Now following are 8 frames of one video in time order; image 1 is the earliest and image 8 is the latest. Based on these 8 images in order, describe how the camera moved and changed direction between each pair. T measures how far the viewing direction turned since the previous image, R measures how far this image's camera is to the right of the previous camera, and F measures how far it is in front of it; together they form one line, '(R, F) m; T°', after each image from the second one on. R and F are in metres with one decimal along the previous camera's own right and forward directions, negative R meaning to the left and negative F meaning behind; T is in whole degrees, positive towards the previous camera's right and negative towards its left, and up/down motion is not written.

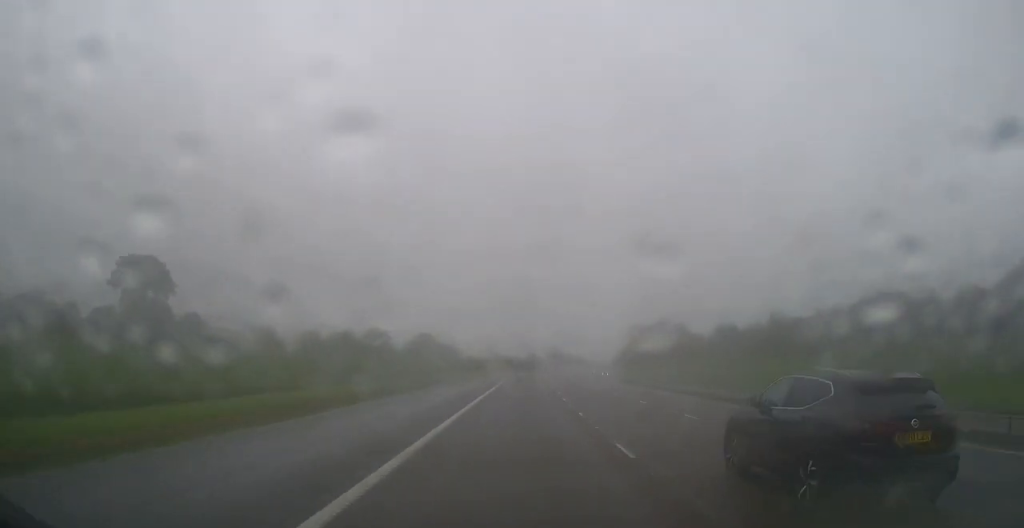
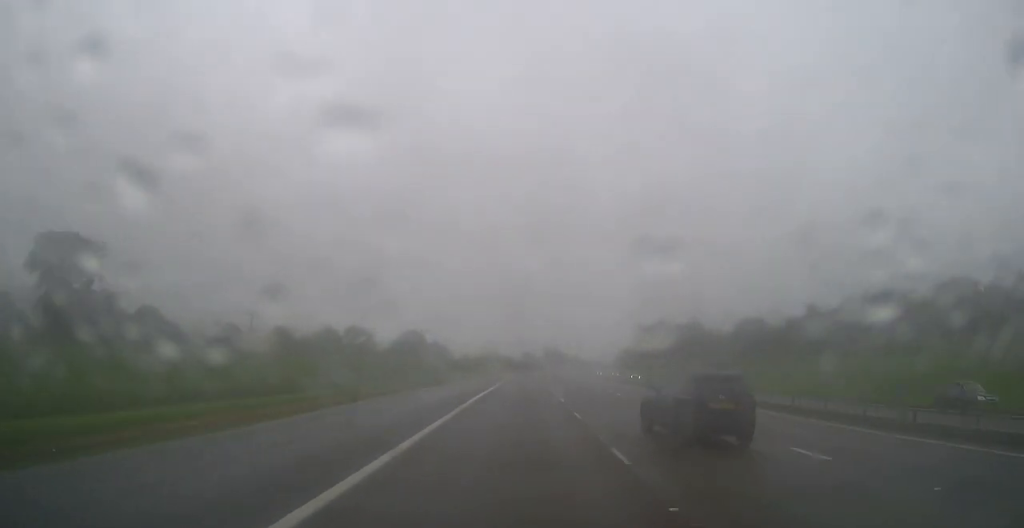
(+0.1, +27.8) m; 0°
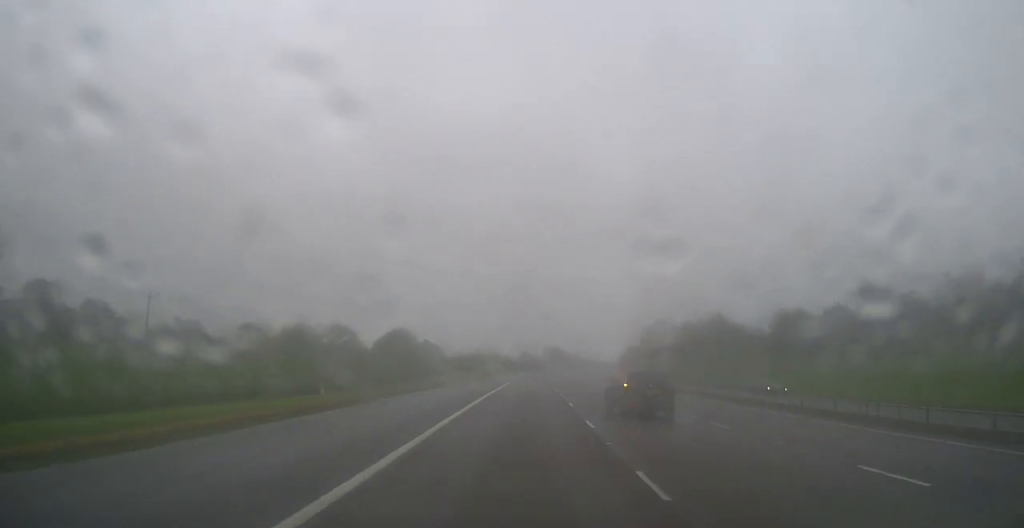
(0.0, +29.9) m; 0°
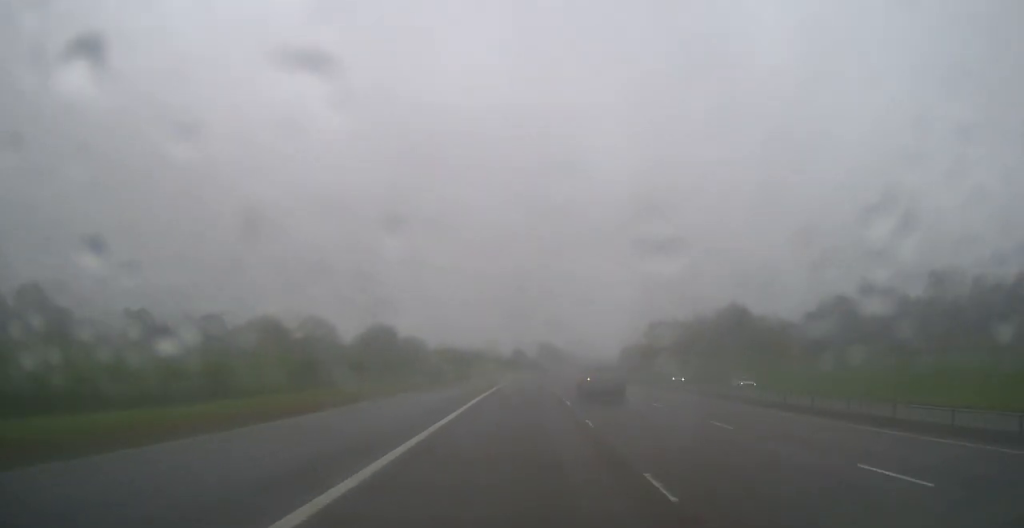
(+0.2, +27.1) m; 0°
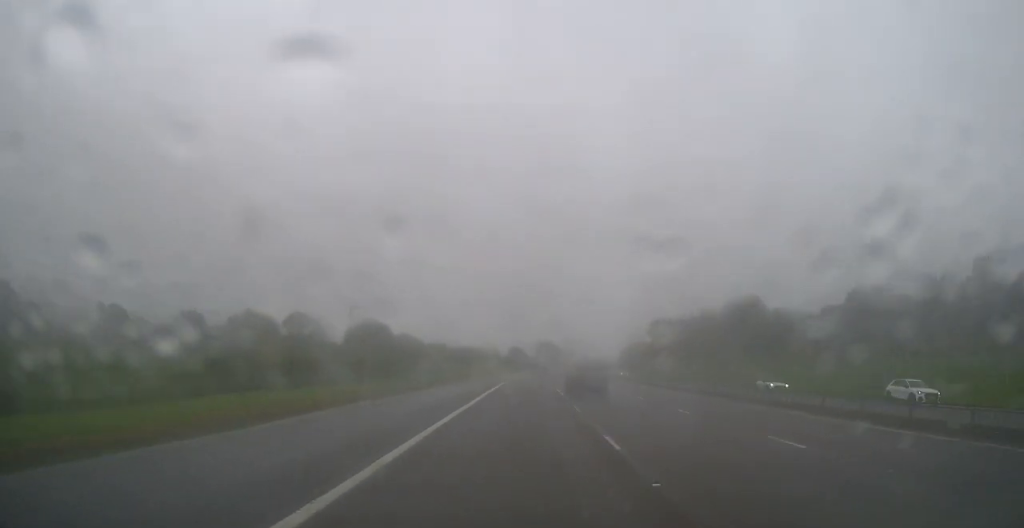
(0.0, +13.8) m; 0°
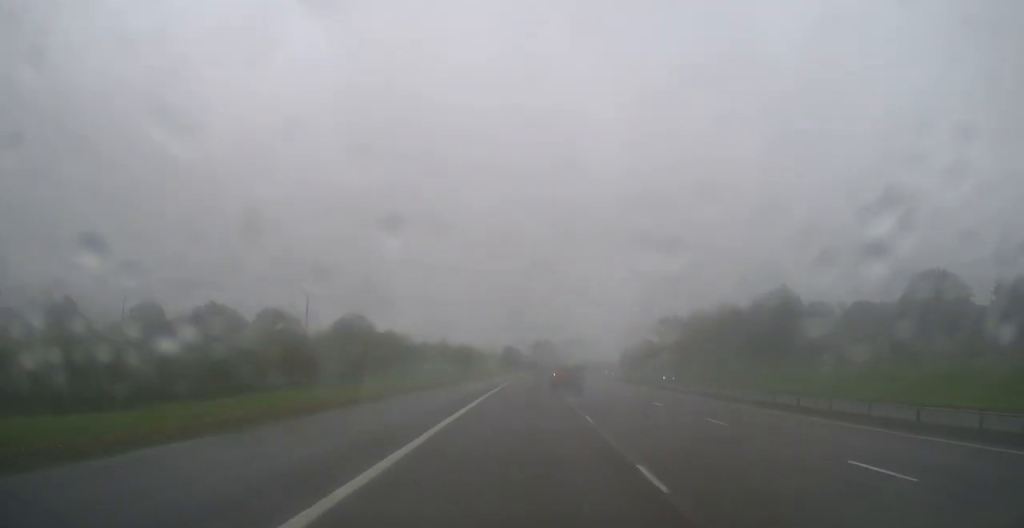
(-0.1, +22.7) m; +1°
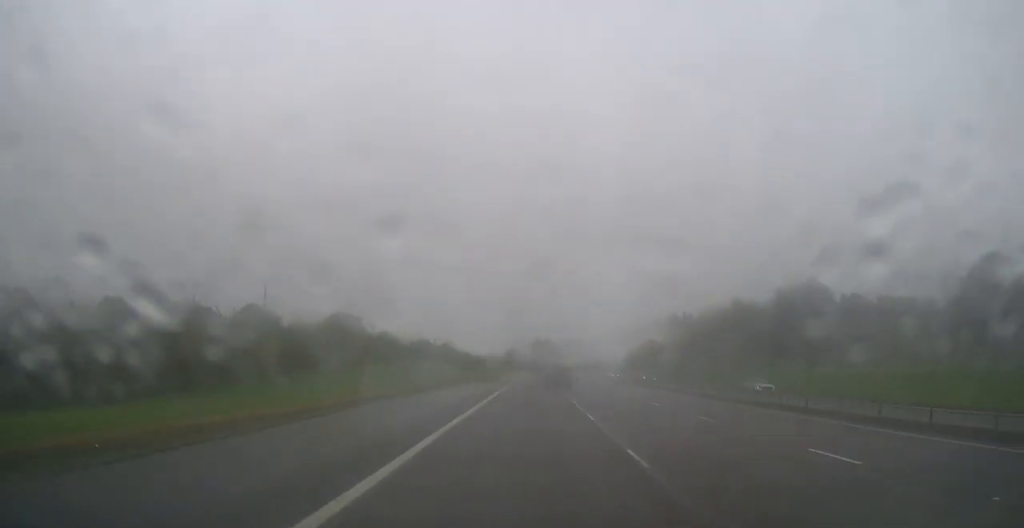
(+0.2, +16.6) m; +1°
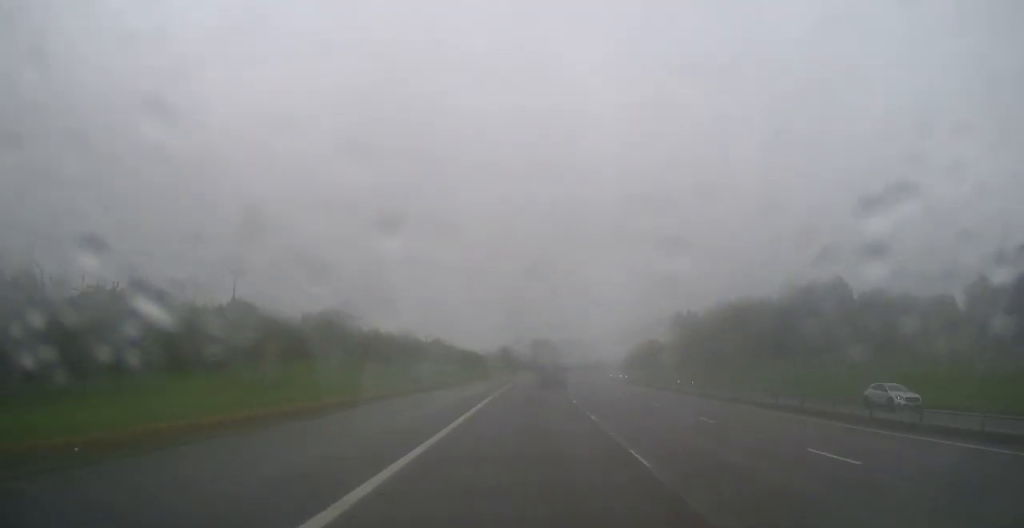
(0.0, +9.0) m; 0°
